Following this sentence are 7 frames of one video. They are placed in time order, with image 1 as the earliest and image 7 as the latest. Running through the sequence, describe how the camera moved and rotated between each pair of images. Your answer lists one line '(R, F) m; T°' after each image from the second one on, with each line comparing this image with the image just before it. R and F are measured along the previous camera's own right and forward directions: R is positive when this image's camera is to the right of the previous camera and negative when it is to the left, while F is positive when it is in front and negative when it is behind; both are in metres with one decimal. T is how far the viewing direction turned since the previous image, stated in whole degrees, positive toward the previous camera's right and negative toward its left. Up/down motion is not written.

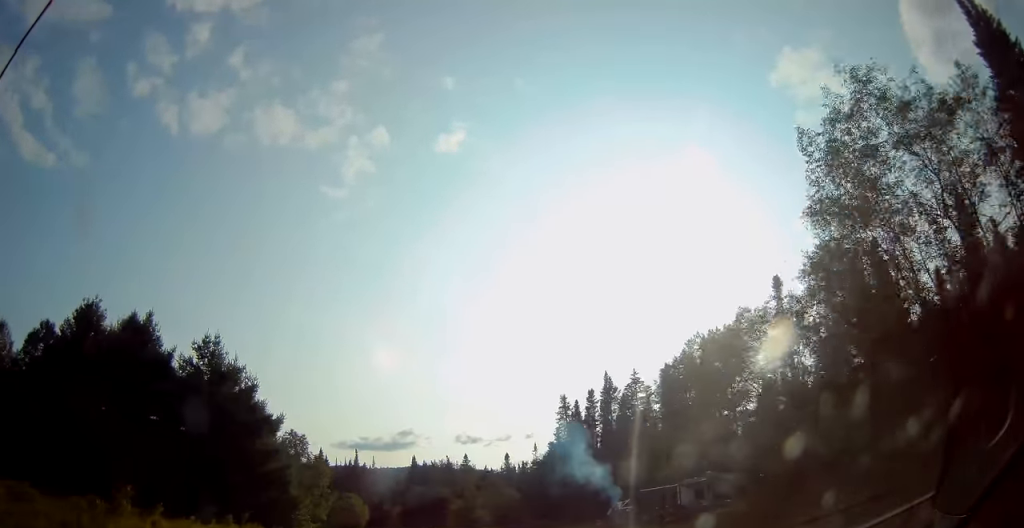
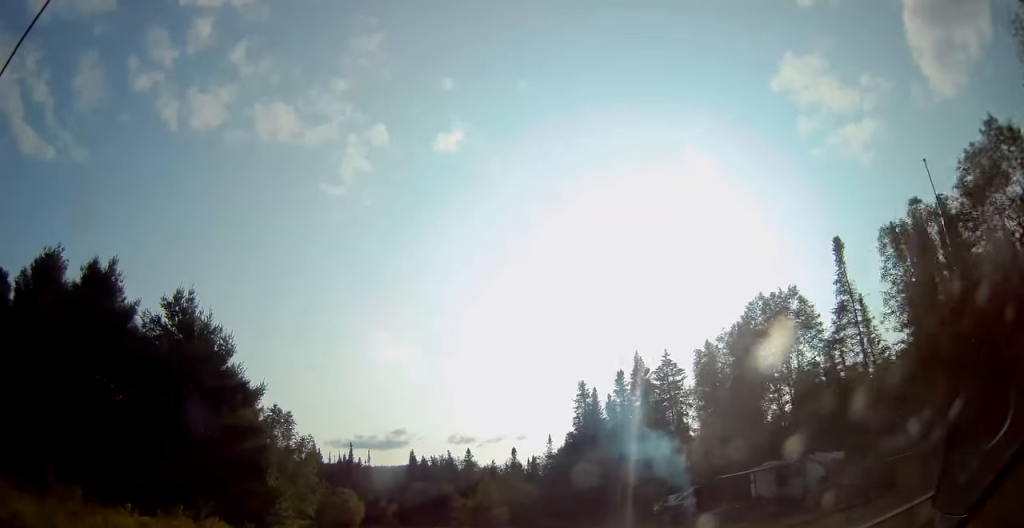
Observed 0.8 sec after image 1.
(0.0, +8.5) m; +2°
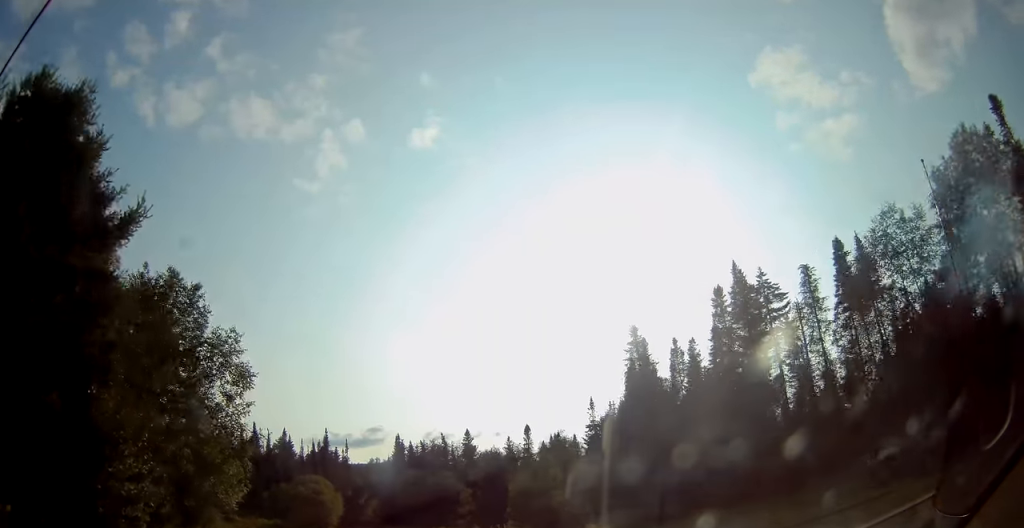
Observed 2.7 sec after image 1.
(+0.3, +21.0) m; -1°
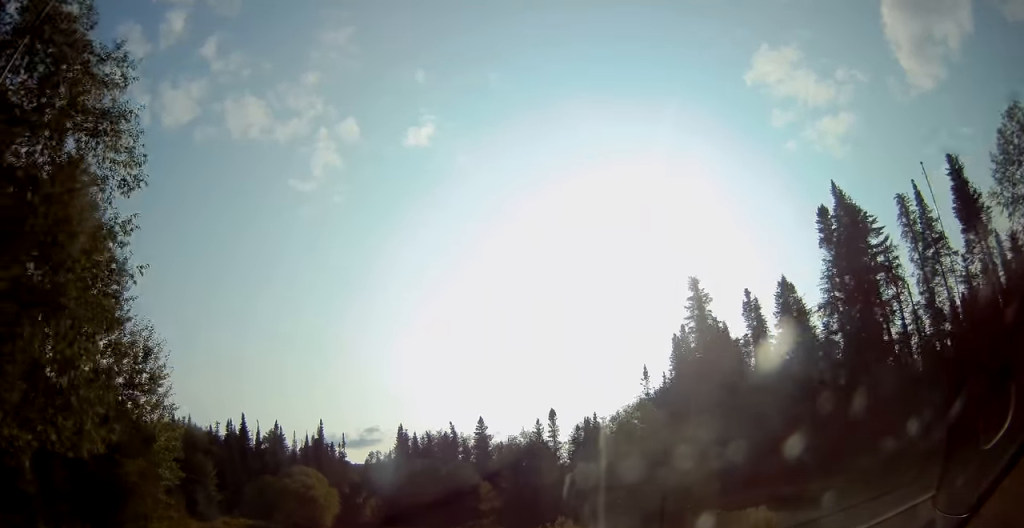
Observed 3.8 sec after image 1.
(0.0, +12.0) m; +2°
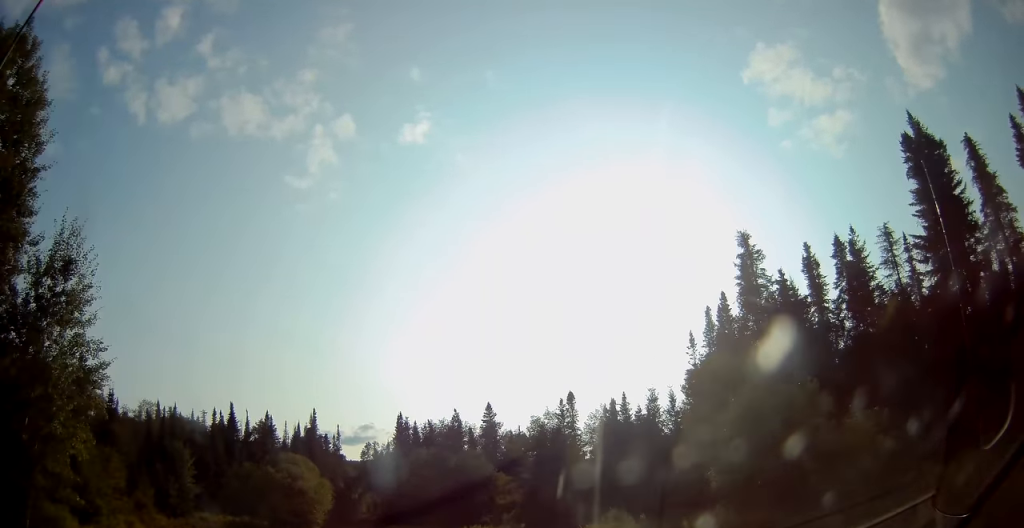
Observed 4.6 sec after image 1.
(+0.3, +8.0) m; +2°
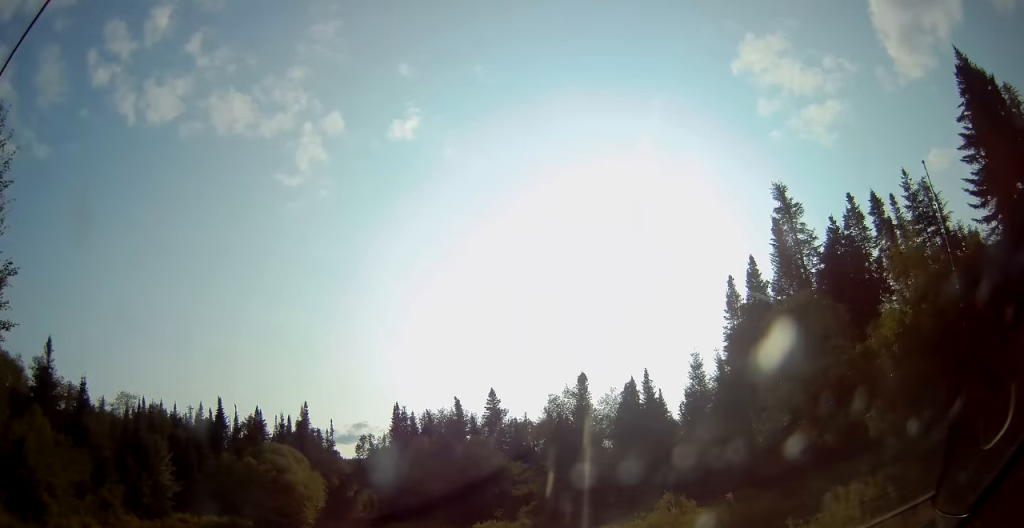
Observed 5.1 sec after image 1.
(+0.2, +5.8) m; +1°
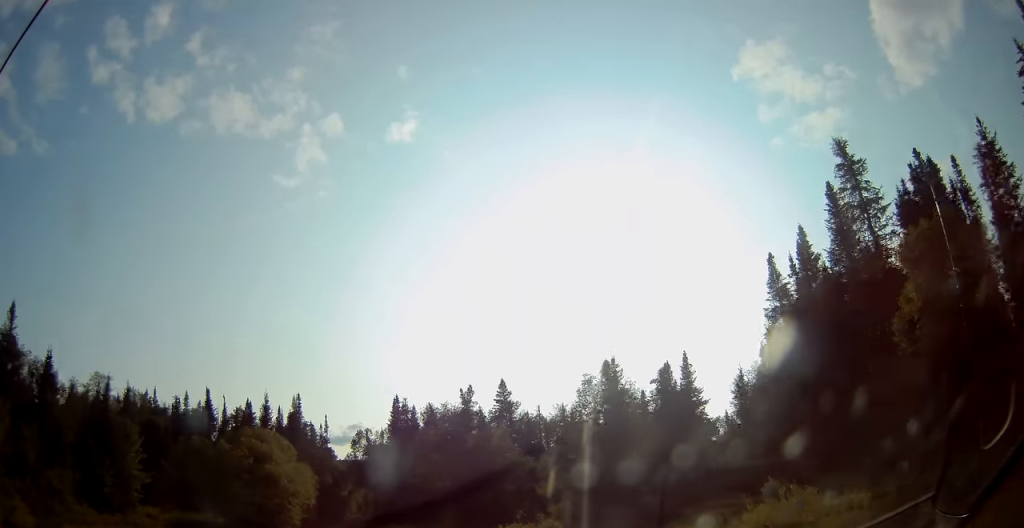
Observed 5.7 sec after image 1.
(-0.1, +6.9) m; 0°
